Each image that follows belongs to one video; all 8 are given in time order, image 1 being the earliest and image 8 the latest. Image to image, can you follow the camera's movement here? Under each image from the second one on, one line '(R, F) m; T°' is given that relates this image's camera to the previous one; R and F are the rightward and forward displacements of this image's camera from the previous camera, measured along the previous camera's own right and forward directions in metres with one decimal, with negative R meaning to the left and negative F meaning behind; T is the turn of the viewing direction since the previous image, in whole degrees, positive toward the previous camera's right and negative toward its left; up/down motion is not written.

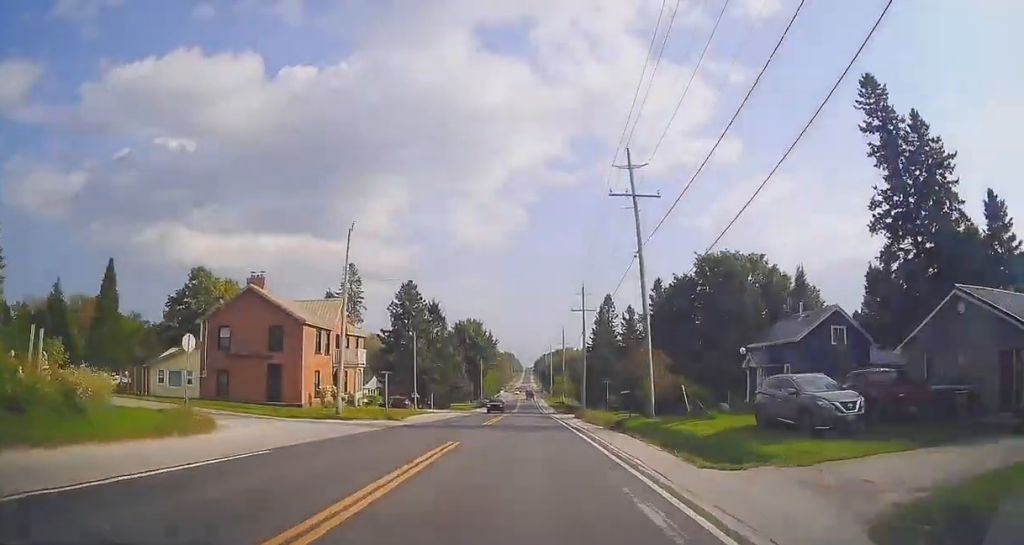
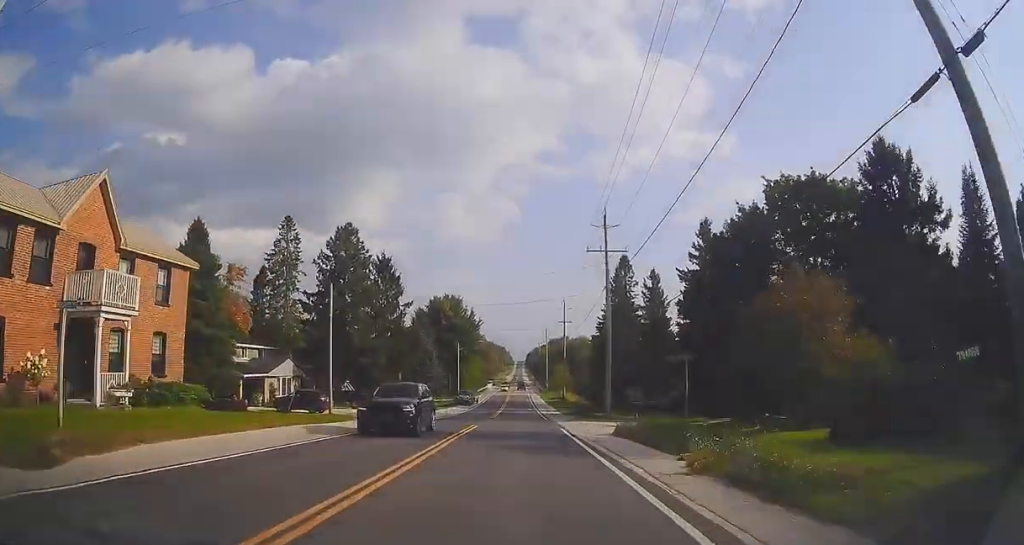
(-0.1, +26.3) m; 0°
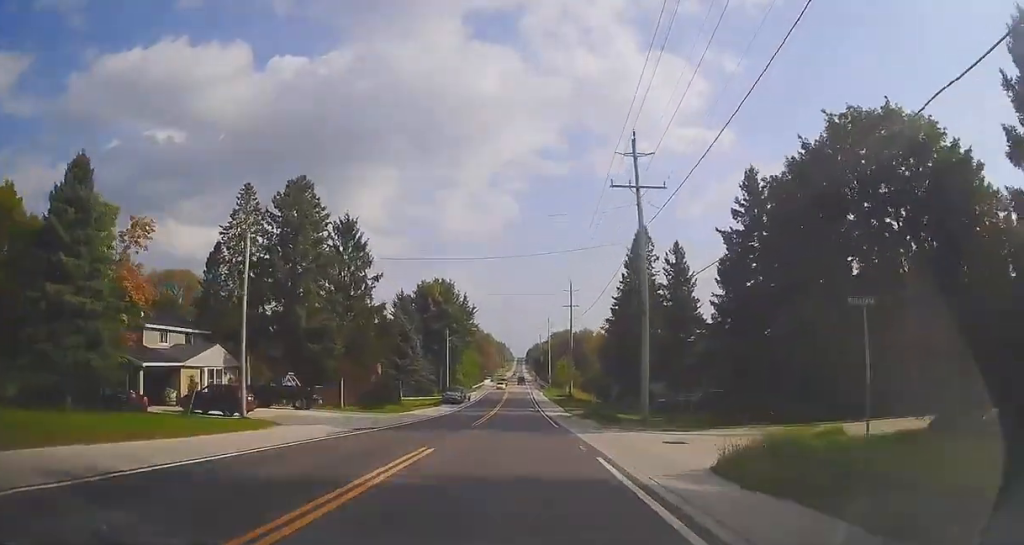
(+0.1, +12.6) m; 0°
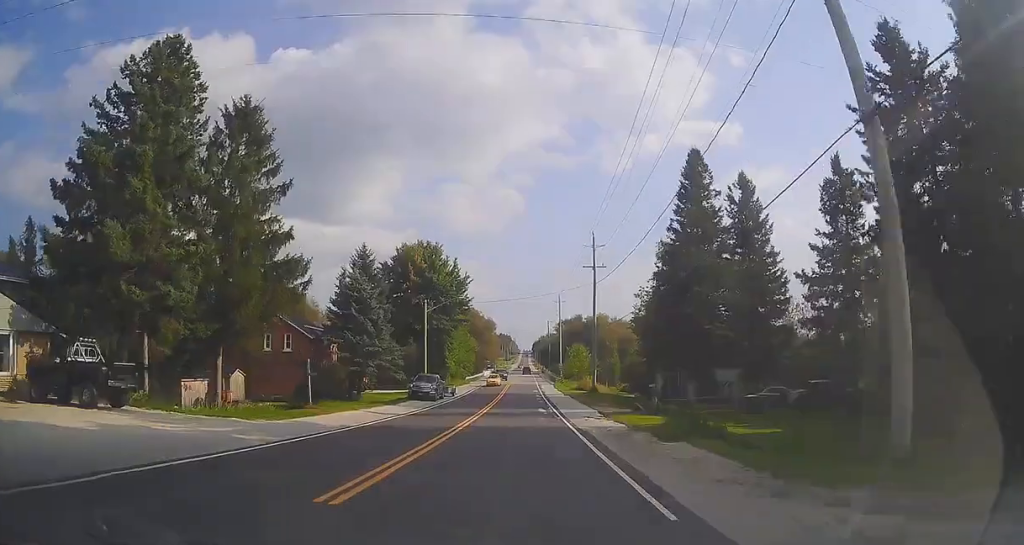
(0.0, +20.2) m; 0°
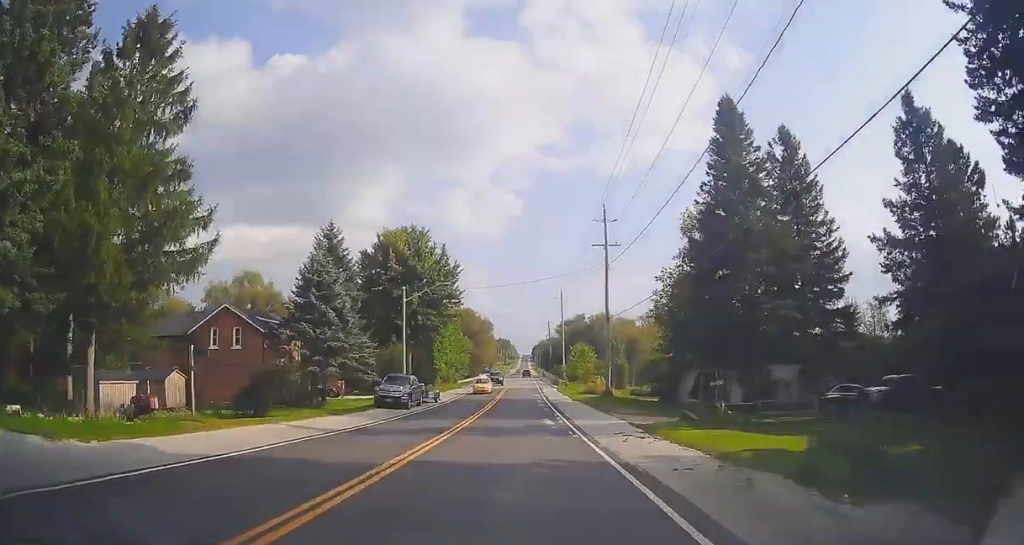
(0.0, +9.1) m; 0°
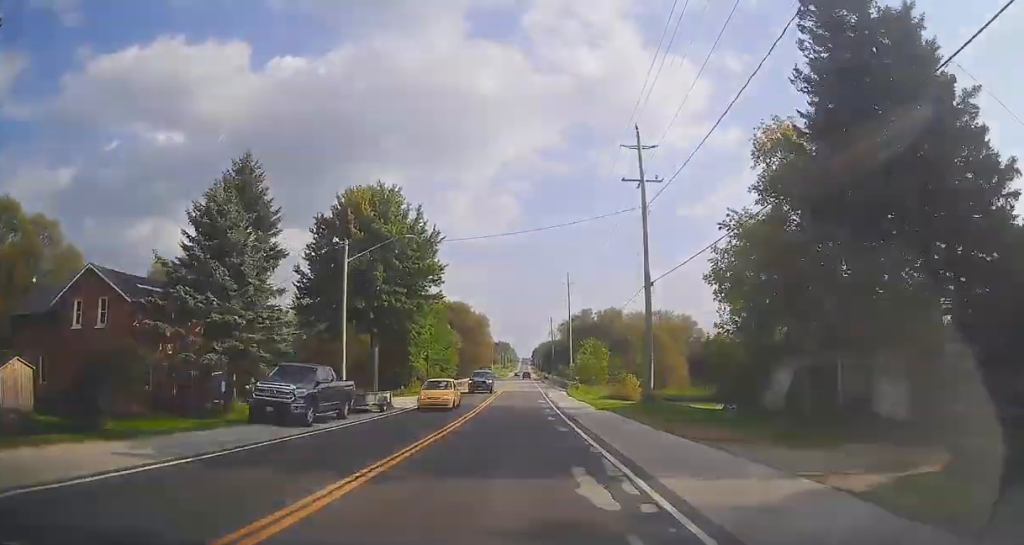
(0.0, +15.4) m; 0°
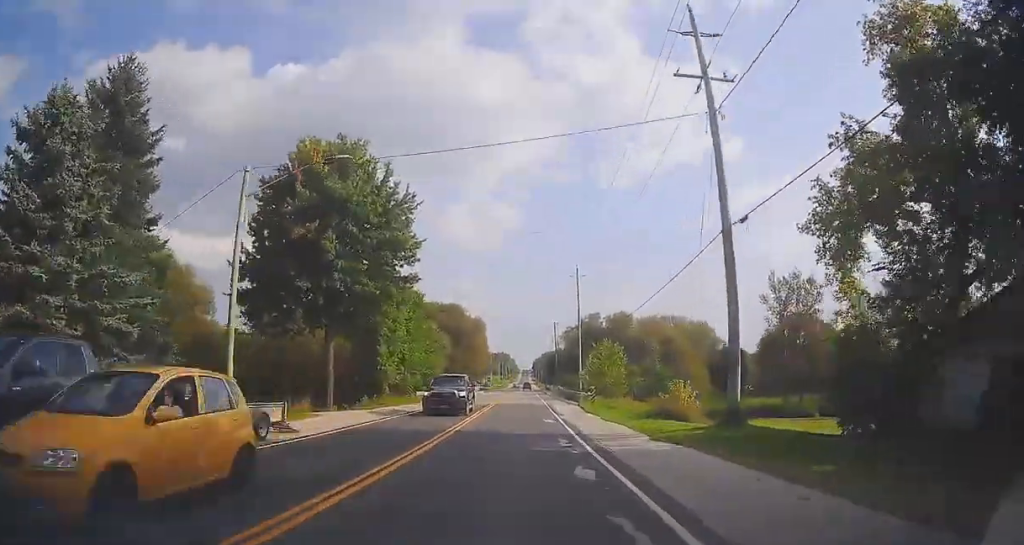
(0.0, +12.3) m; 0°
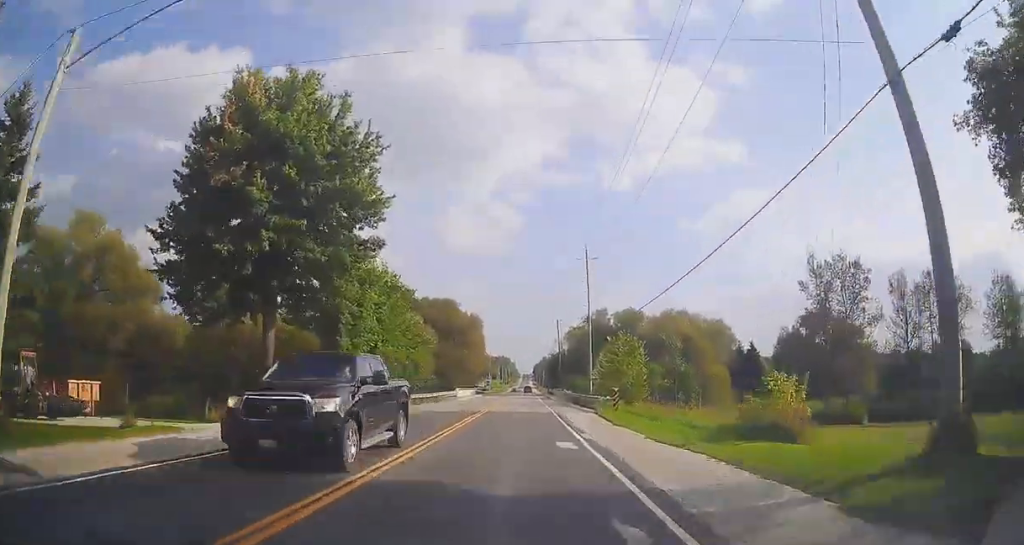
(+0.1, +9.8) m; 0°
